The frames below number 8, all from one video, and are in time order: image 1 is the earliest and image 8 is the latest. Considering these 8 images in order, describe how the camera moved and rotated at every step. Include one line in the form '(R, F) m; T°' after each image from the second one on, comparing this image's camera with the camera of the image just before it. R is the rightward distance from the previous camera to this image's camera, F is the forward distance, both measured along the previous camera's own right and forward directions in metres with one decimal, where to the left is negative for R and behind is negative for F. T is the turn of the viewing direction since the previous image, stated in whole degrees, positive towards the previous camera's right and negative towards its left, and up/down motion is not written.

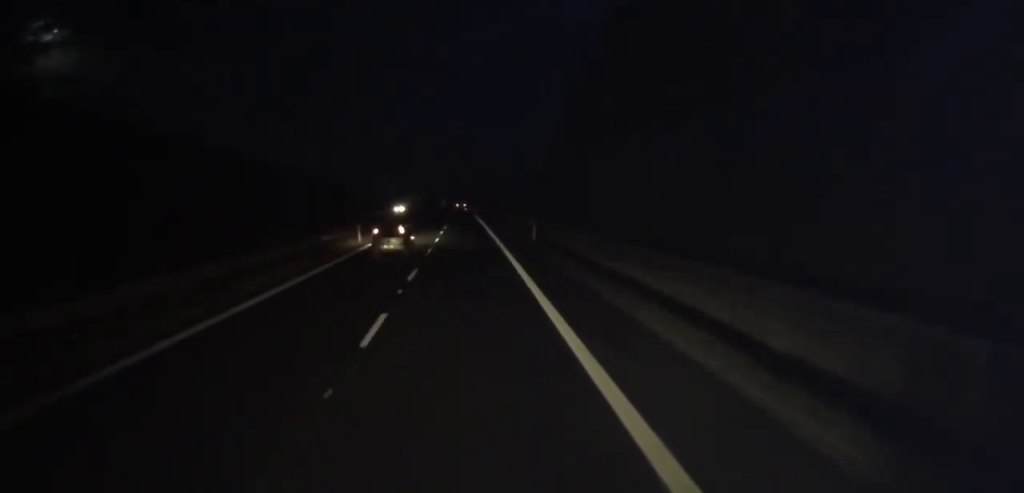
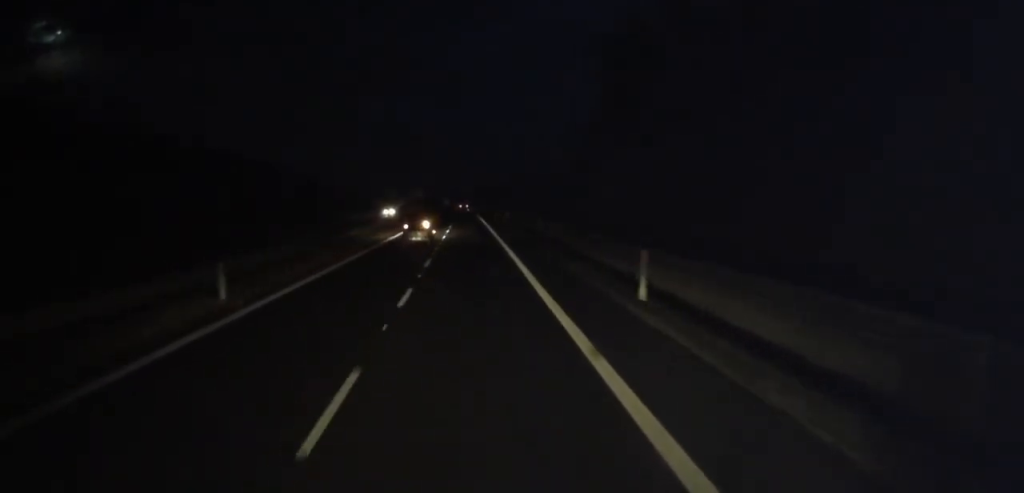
(+0.2, +22.9) m; 0°
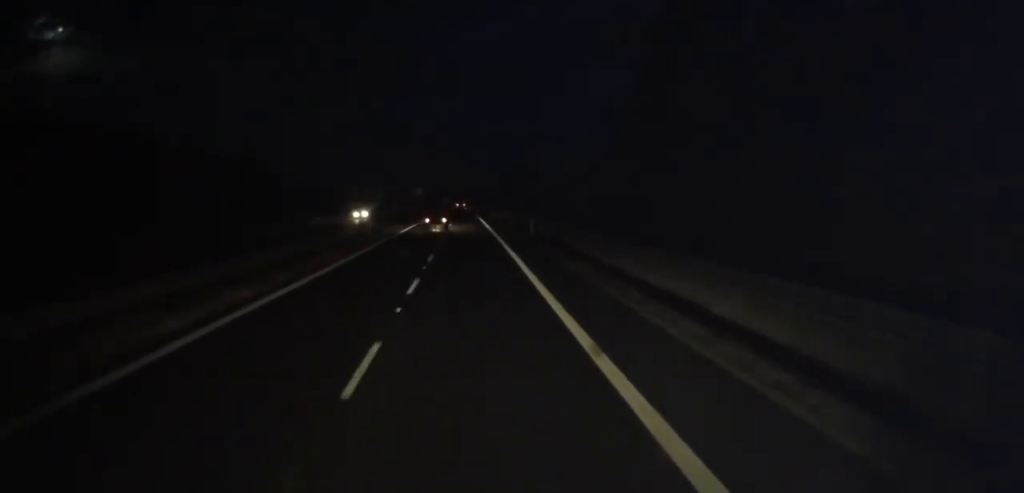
(+0.1, +25.3) m; -1°
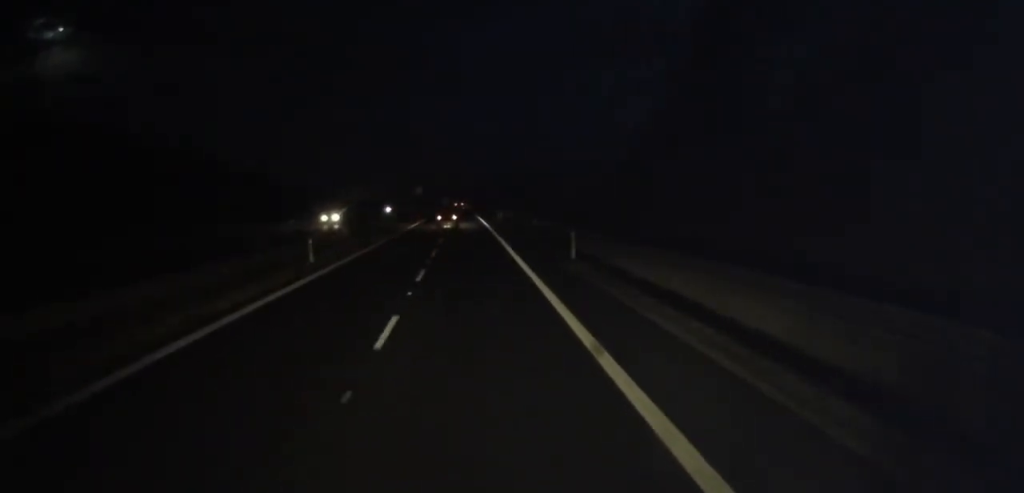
(-0.2, +15.5) m; 0°
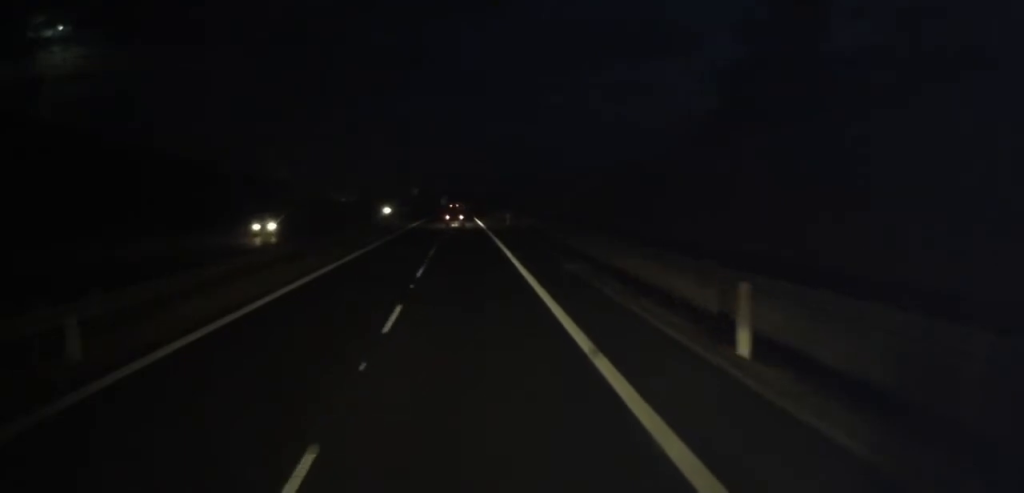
(-0.1, +16.3) m; 0°
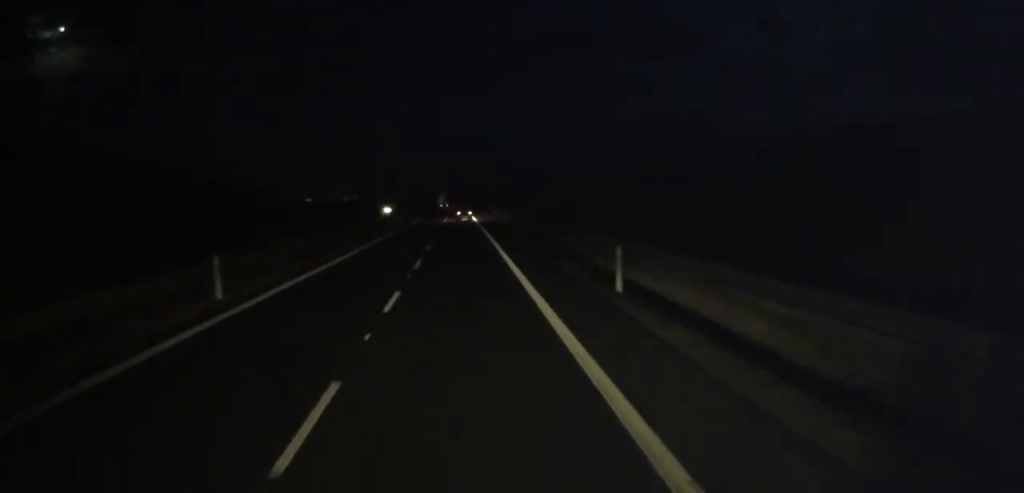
(+0.6, +42.5) m; 0°
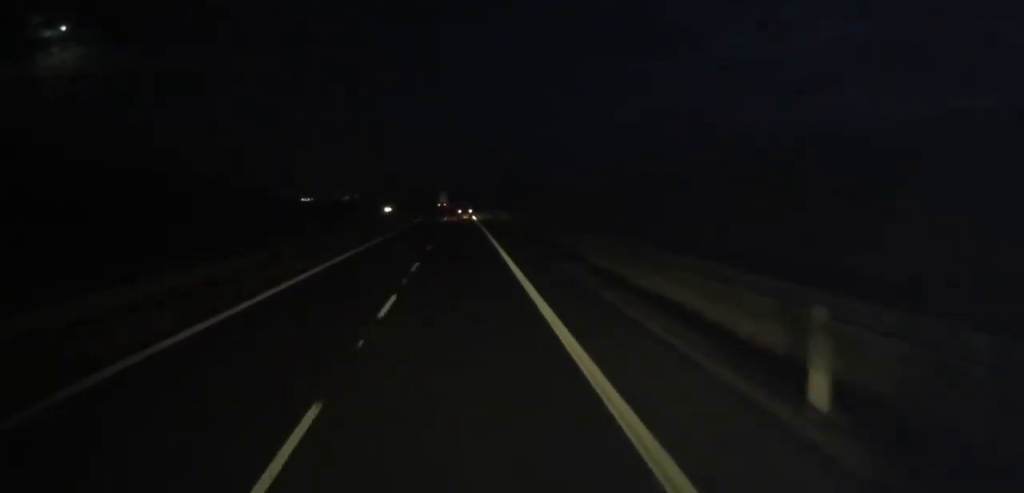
(-0.1, +9.9) m; 0°
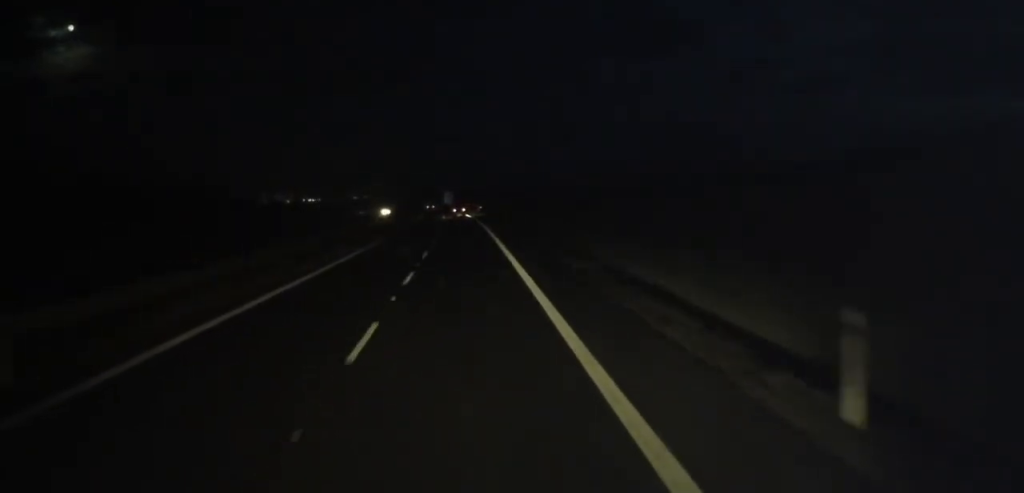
(-0.2, +48.7) m; -1°
